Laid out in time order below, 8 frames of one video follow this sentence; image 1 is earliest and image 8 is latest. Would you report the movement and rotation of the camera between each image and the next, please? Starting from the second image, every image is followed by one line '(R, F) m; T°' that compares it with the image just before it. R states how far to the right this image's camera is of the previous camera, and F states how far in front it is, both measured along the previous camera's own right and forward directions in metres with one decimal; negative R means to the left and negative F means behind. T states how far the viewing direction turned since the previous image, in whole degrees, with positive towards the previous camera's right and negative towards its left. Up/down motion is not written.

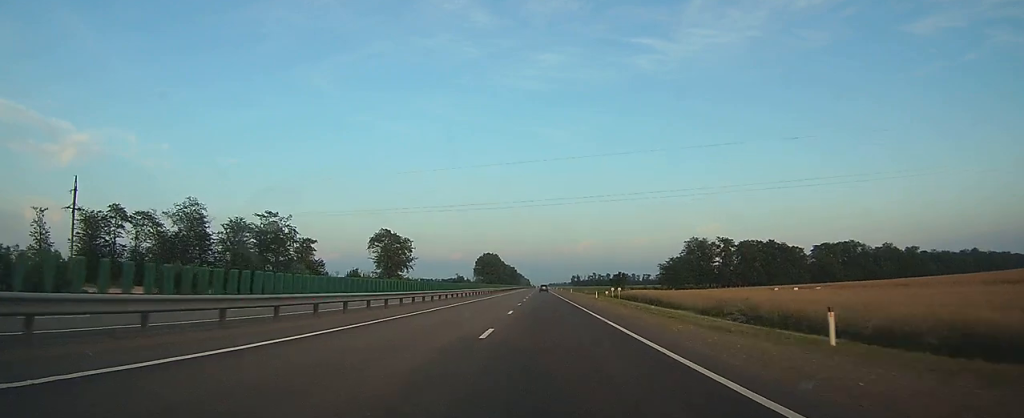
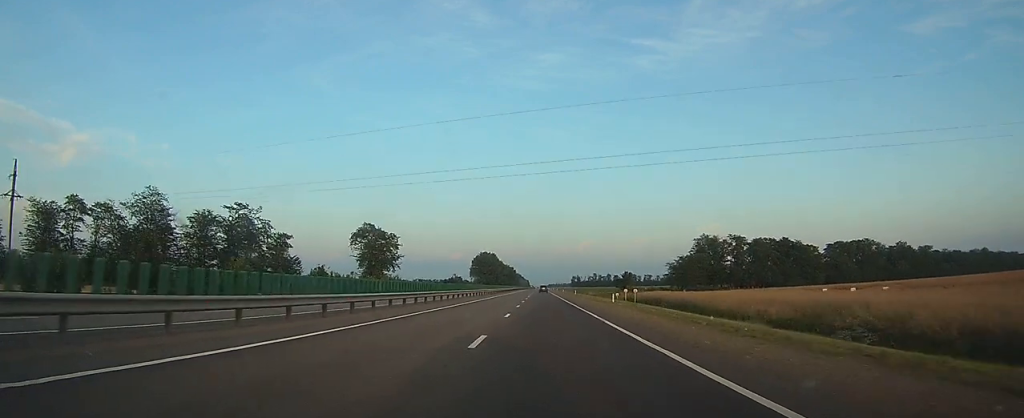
(0.0, +14.0) m; 0°
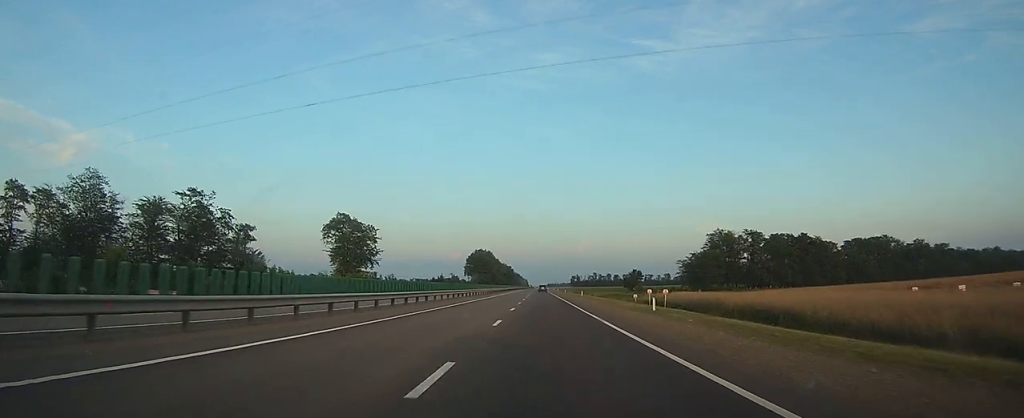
(0.0, +17.1) m; 0°
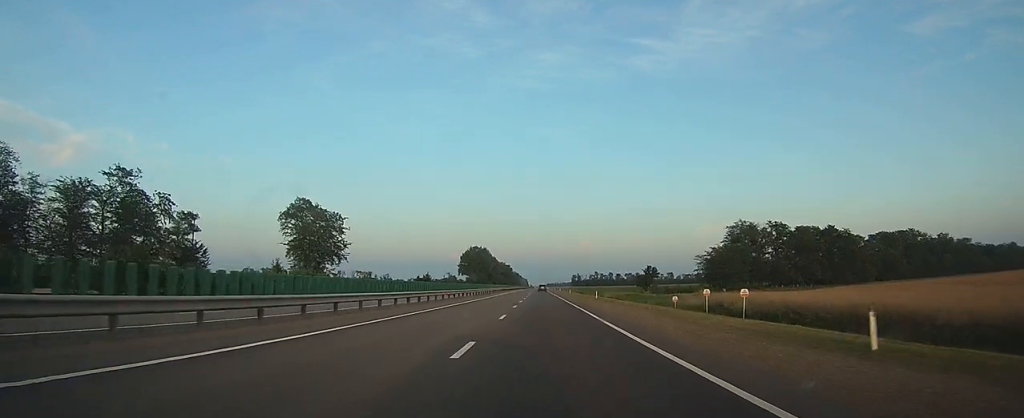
(0.0, +20.2) m; 0°
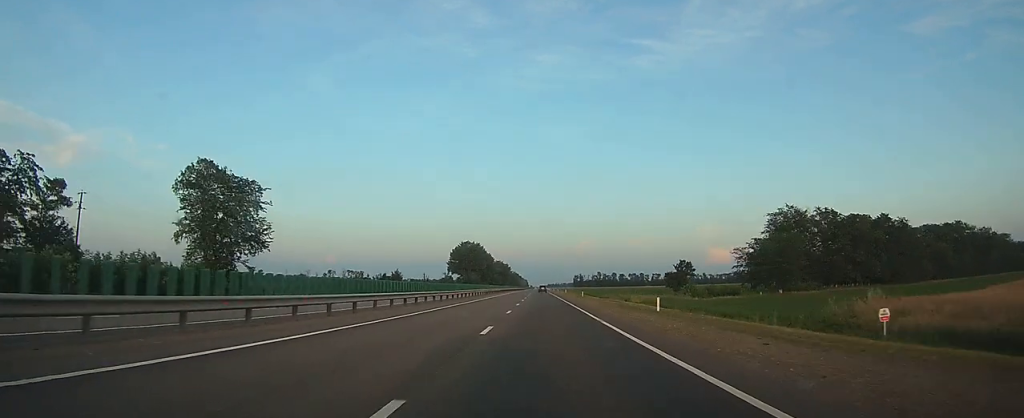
(0.0, +30.3) m; 0°
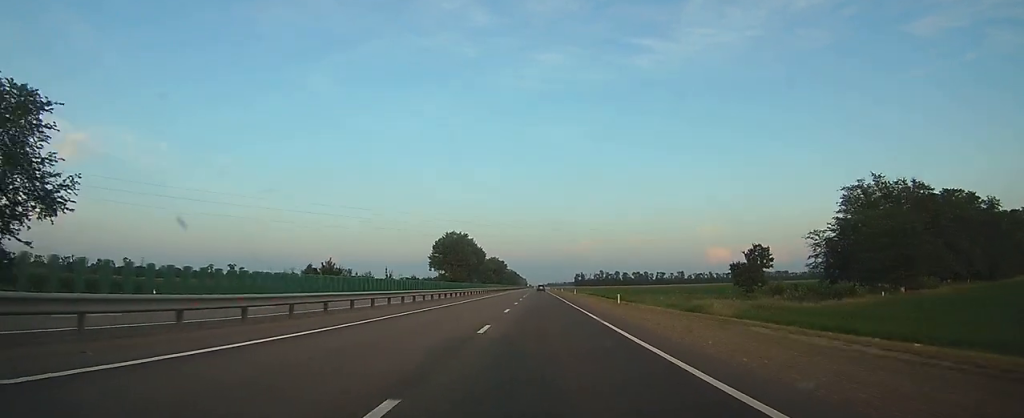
(0.0, +35.6) m; 0°
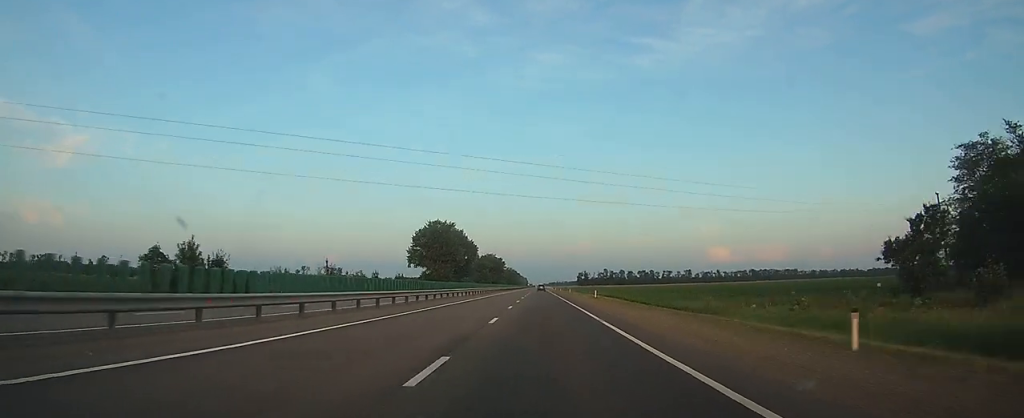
(0.0, +31.7) m; 0°
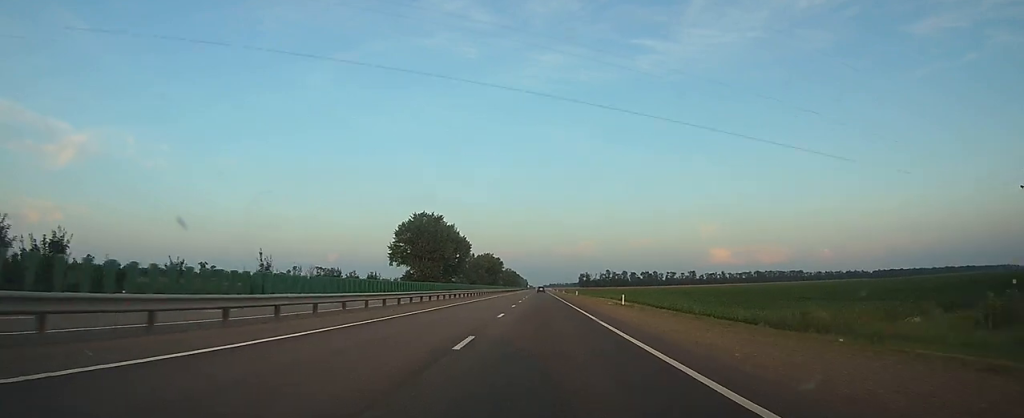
(+0.1, +19.5) m; 0°
